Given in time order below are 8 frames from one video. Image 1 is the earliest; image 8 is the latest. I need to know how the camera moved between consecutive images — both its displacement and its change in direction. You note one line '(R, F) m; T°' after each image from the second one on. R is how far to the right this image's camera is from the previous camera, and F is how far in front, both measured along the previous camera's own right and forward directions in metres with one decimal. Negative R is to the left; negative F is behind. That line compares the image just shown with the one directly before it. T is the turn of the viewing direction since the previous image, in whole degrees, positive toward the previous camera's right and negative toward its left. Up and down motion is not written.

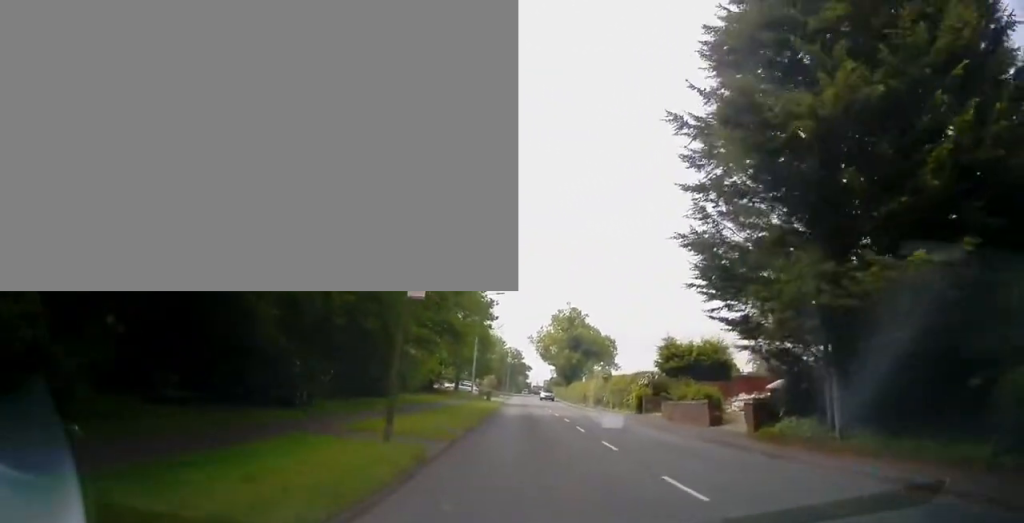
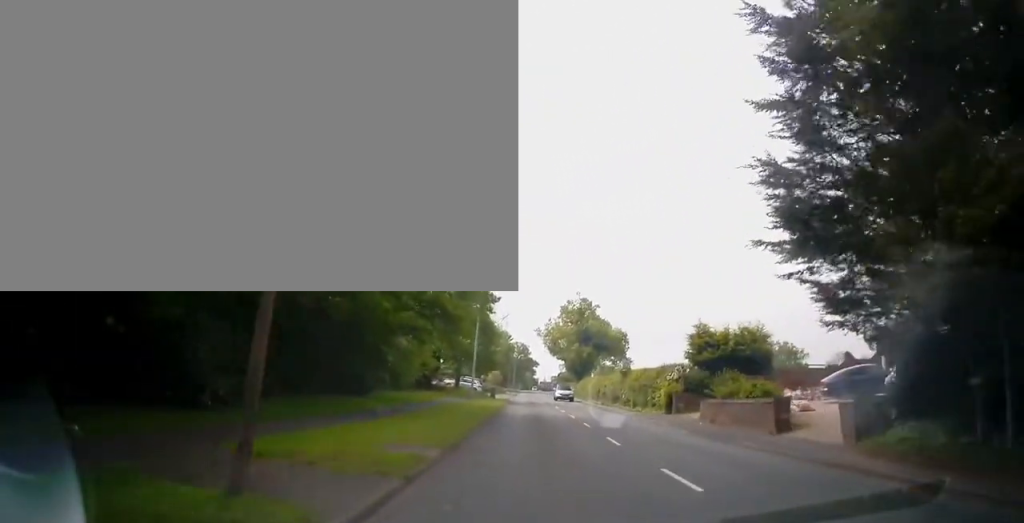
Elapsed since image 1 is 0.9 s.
(0.0, +4.8) m; -2°
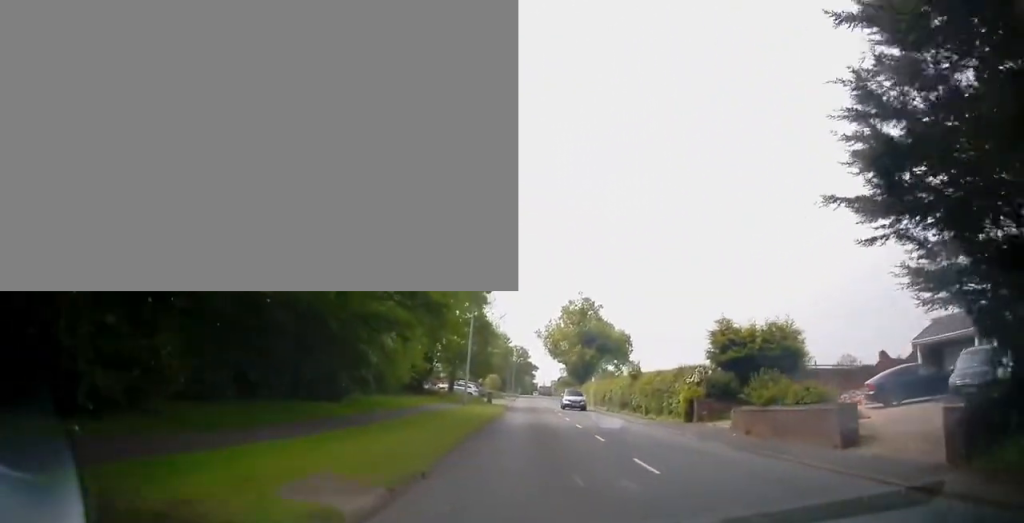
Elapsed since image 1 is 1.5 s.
(0.0, +3.4) m; -1°
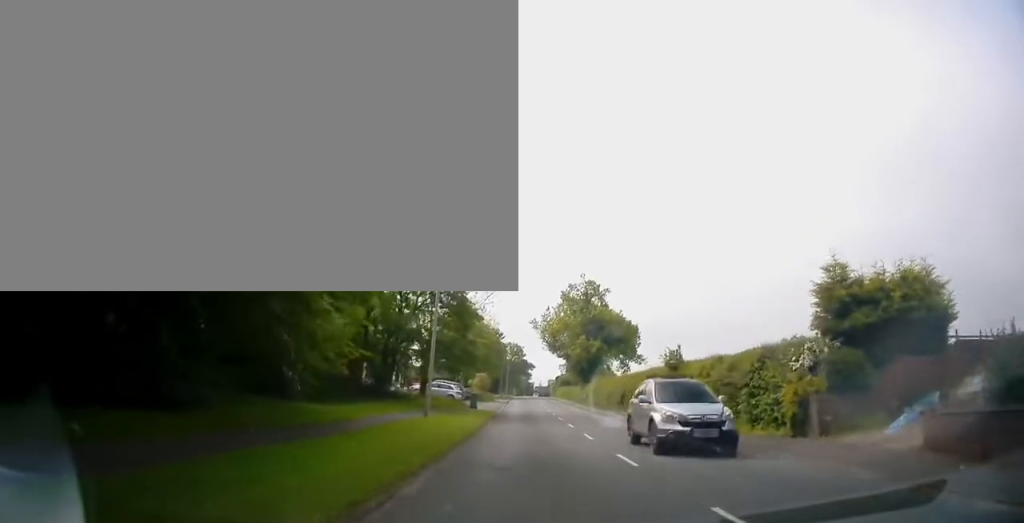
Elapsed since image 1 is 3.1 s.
(+0.3, +10.2) m; +3°
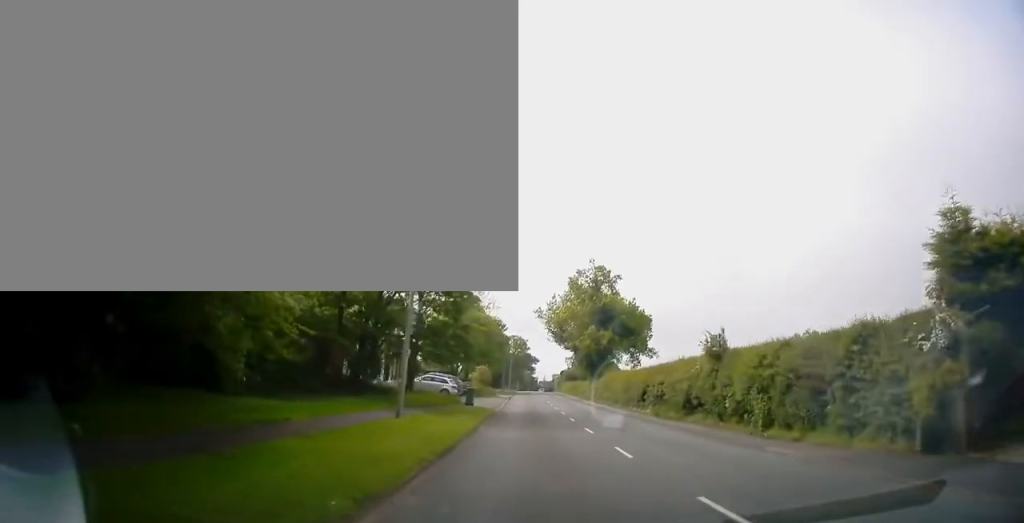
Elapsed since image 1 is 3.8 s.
(0.0, +5.1) m; +1°
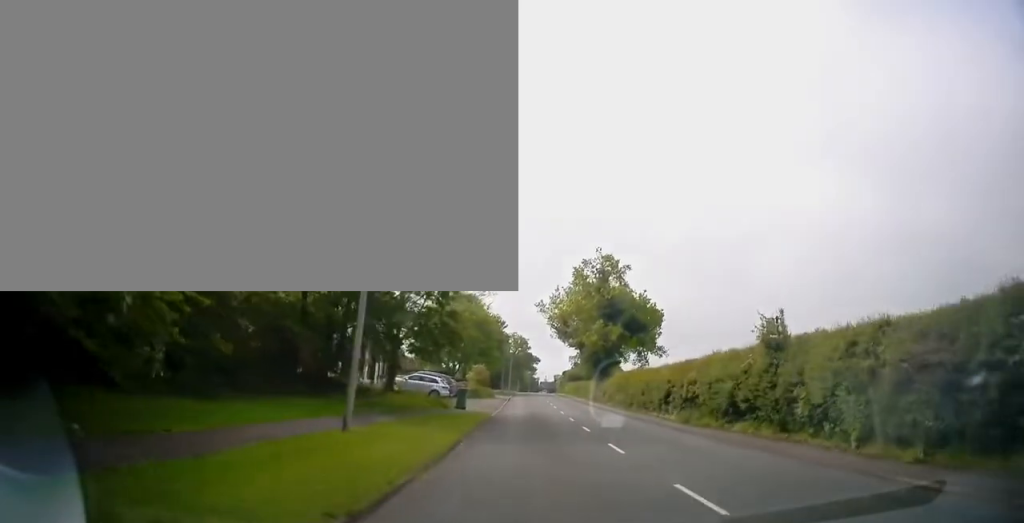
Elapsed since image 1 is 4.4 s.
(-0.2, +4.6) m; 0°
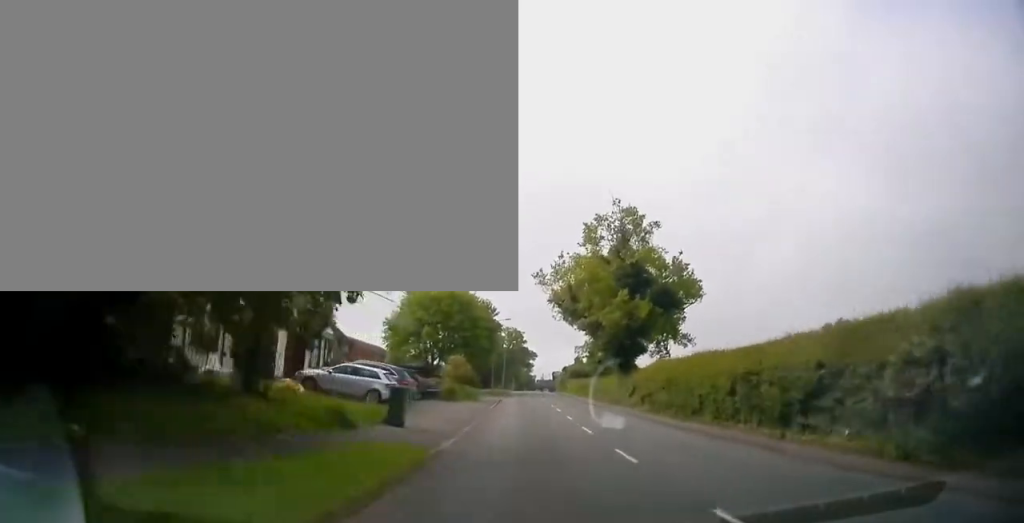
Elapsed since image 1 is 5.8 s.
(+0.8, +13.2) m; +5°
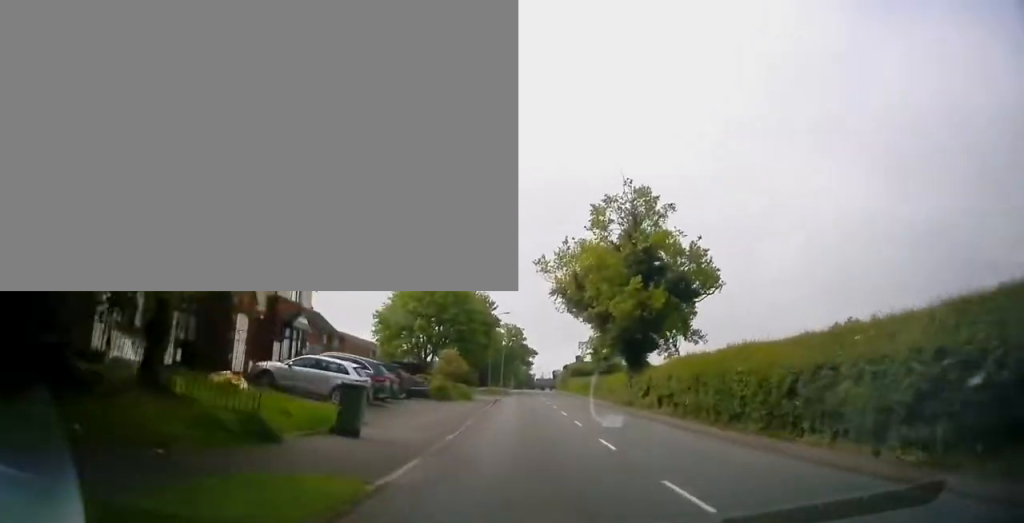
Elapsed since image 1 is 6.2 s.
(+0.2, +4.2) m; 0°
